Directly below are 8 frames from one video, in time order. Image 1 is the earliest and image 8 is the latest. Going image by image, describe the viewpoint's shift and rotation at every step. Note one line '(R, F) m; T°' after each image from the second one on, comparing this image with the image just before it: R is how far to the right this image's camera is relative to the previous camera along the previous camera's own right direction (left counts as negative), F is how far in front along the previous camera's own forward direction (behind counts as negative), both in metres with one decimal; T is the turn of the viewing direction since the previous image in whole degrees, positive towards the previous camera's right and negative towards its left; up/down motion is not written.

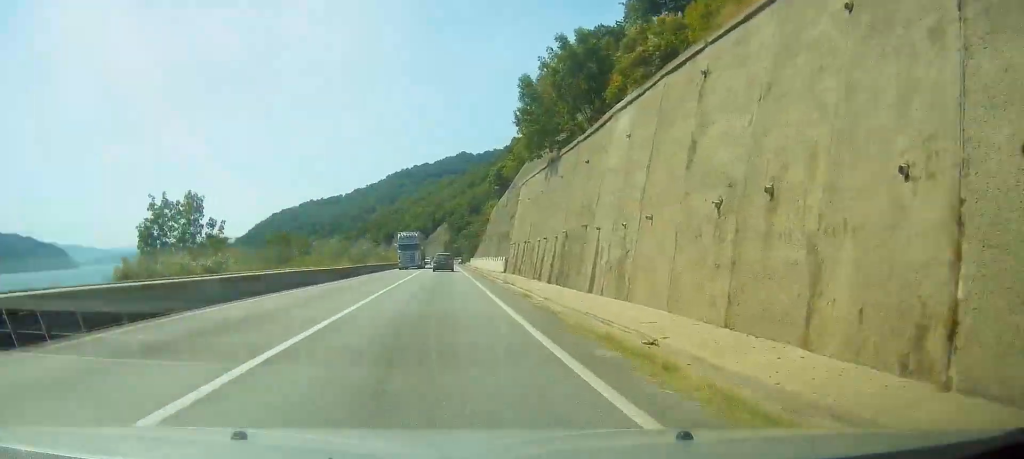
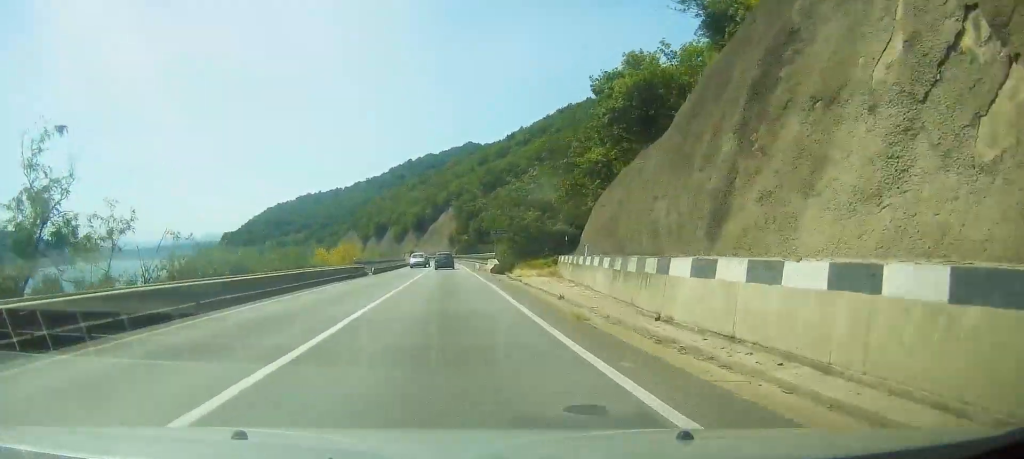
(+0.9, +81.6) m; 0°
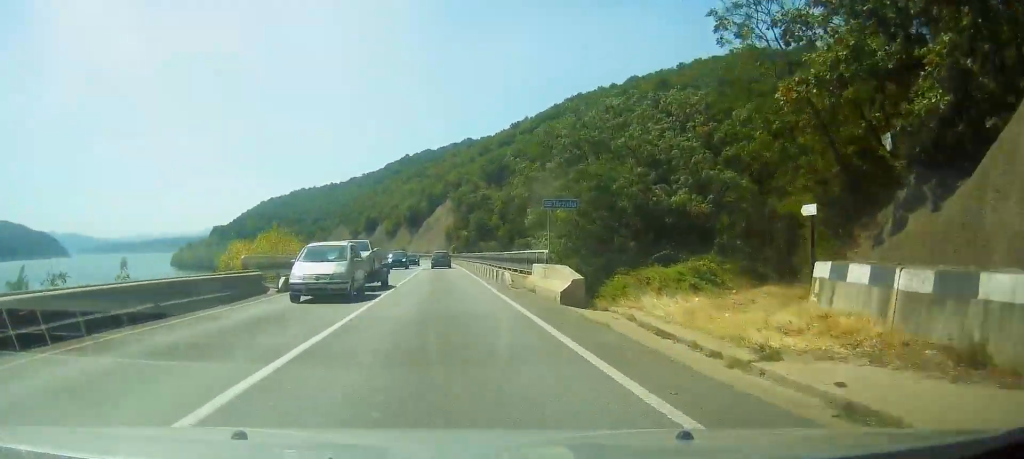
(-0.2, +27.6) m; 0°
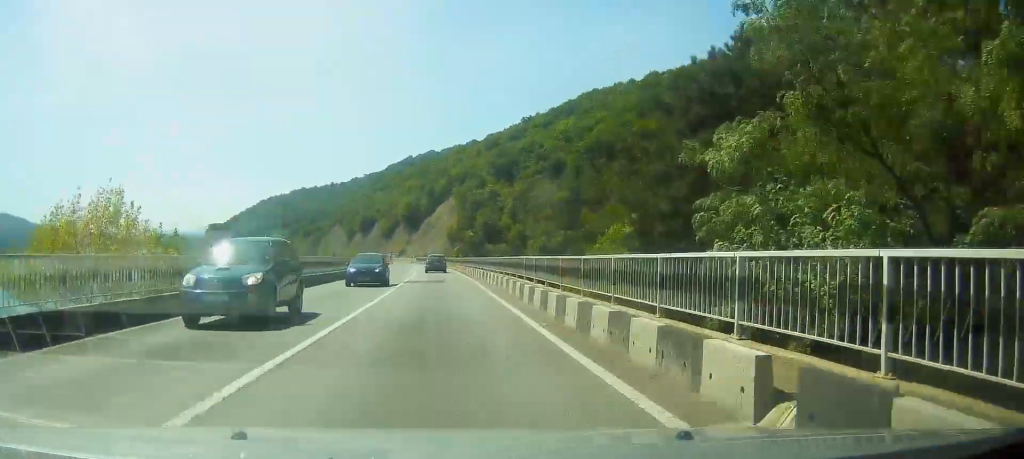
(0.0, +23.3) m; 0°
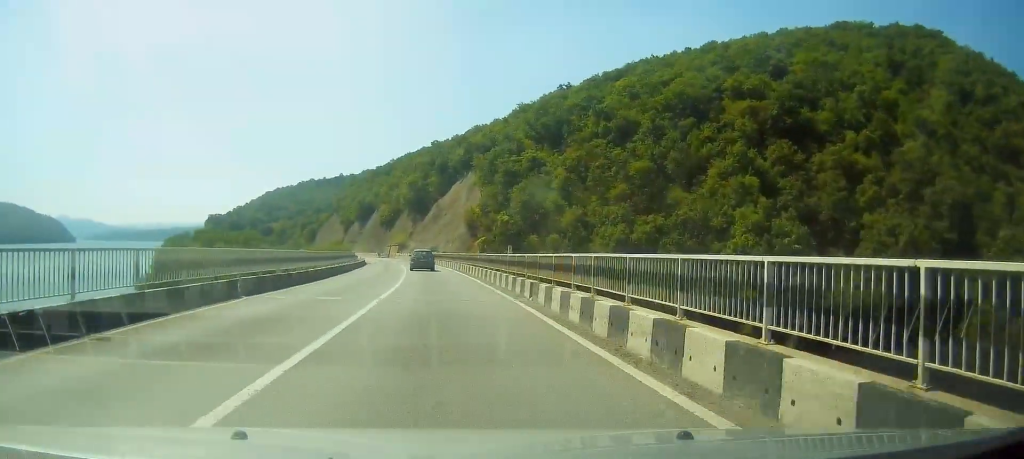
(-0.1, +48.1) m; -2°
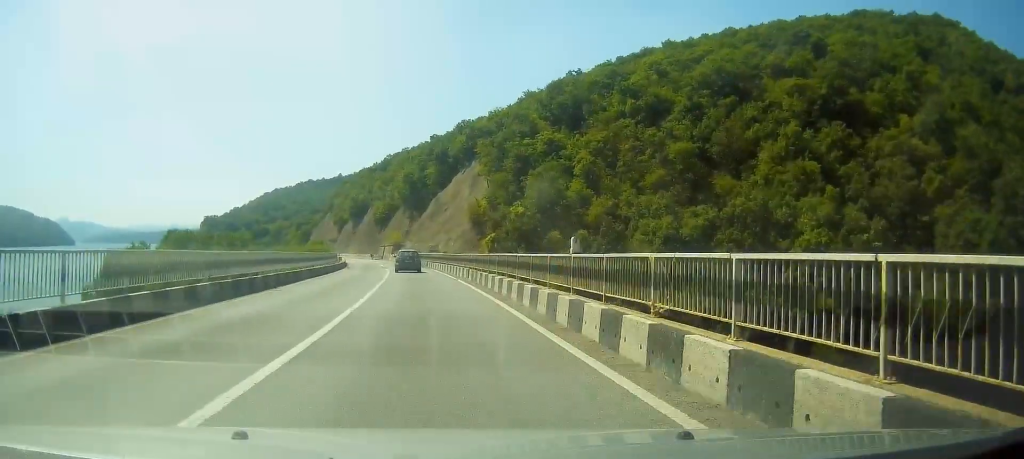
(-0.4, +16.8) m; -2°
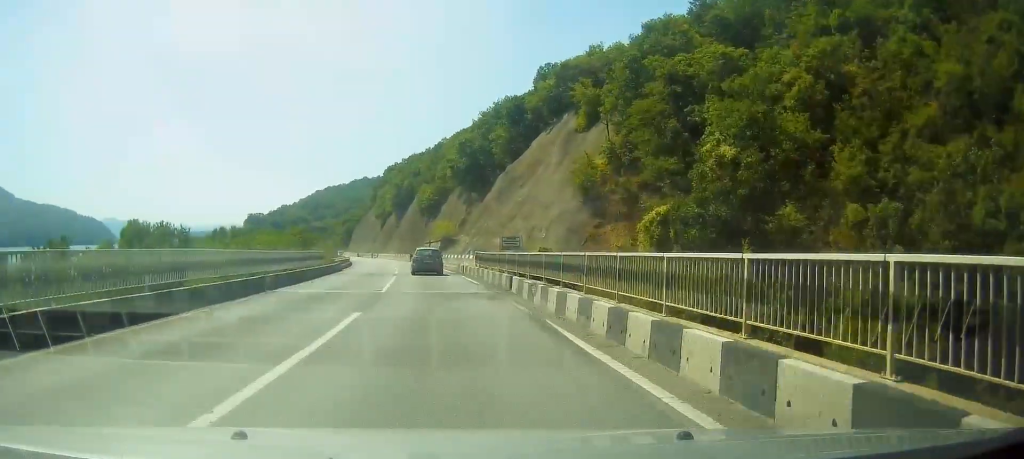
(-1.6, +41.2) m; -4°
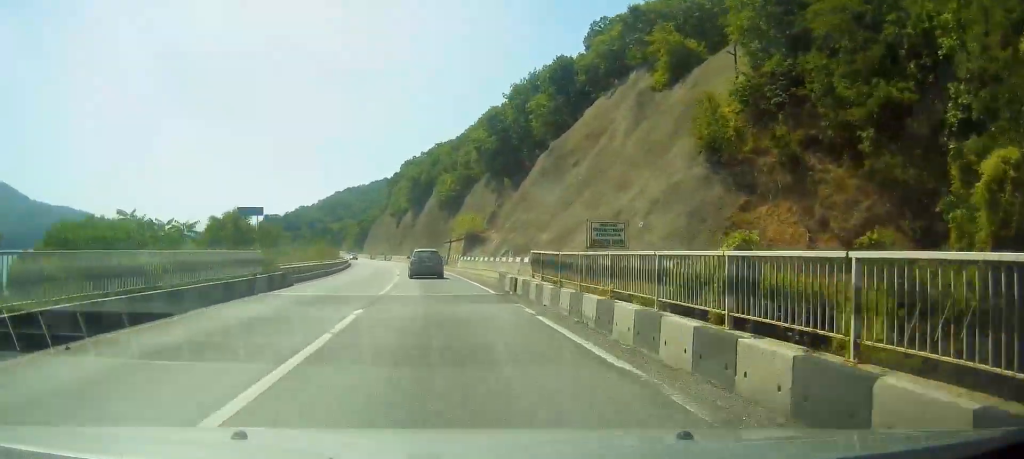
(-0.4, +19.9) m; -2°
